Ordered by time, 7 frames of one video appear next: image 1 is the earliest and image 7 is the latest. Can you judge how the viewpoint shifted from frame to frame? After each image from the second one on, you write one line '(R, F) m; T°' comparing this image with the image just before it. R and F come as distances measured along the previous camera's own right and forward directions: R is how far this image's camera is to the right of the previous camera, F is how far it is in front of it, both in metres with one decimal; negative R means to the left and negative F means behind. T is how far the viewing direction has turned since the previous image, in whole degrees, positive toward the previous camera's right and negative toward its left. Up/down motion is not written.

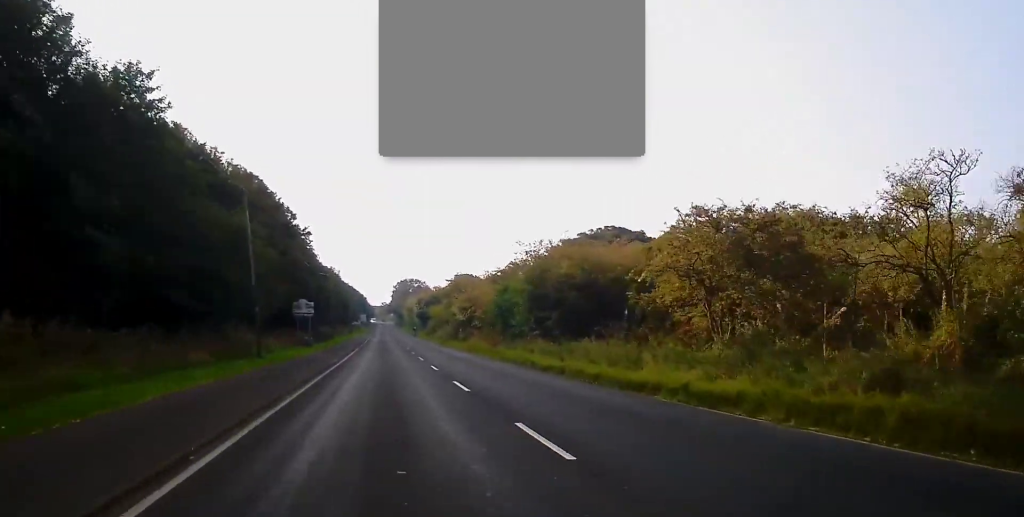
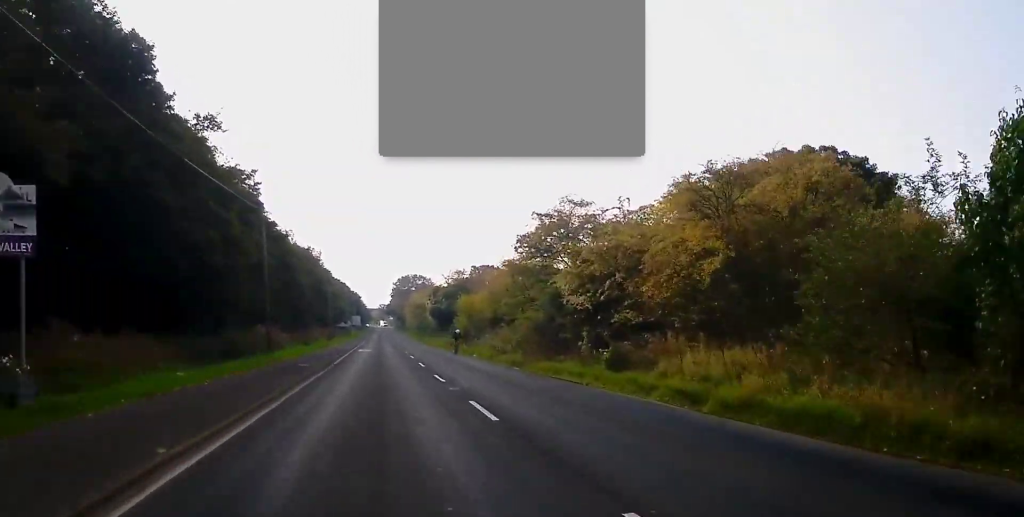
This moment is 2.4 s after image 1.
(+0.3, +41.3) m; +1°
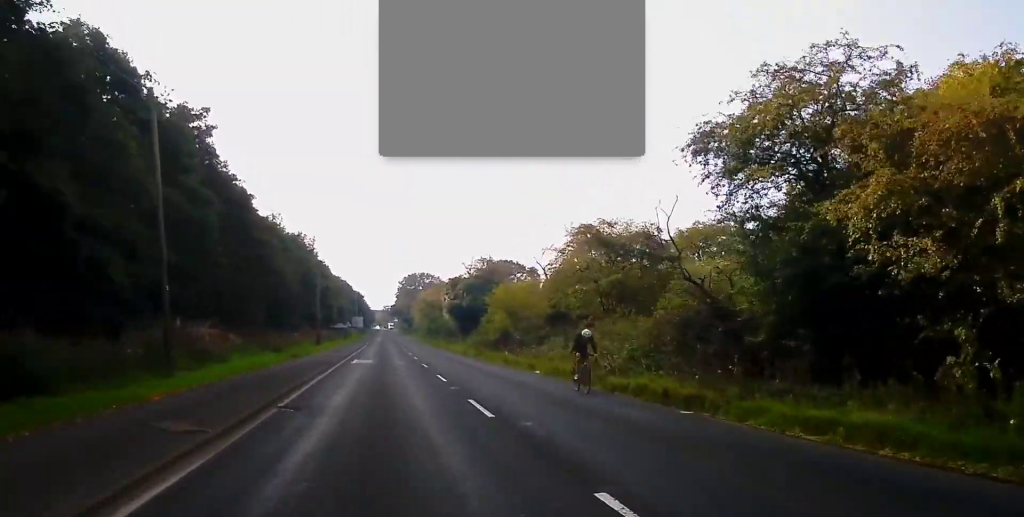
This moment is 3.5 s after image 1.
(-0.1, +17.4) m; -1°
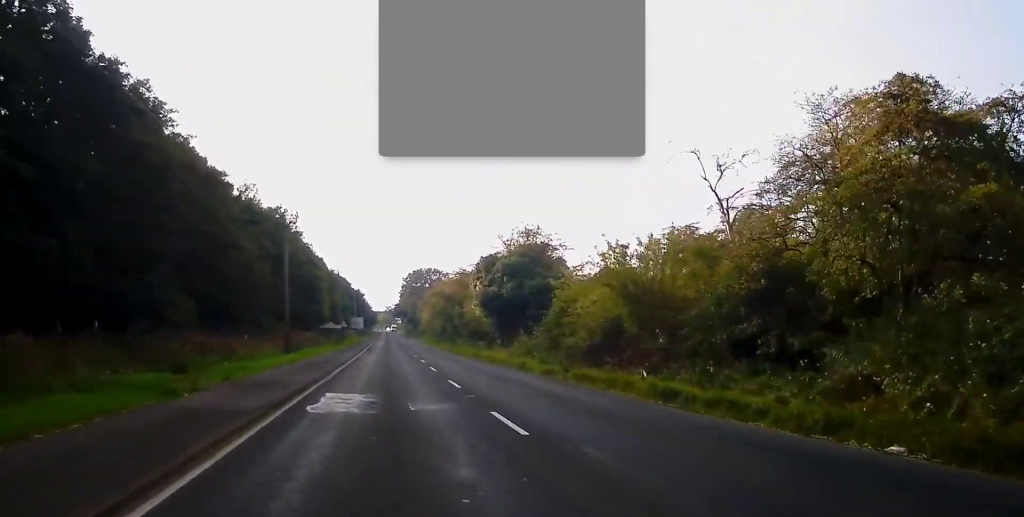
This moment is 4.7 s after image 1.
(-0.2, +20.0) m; 0°
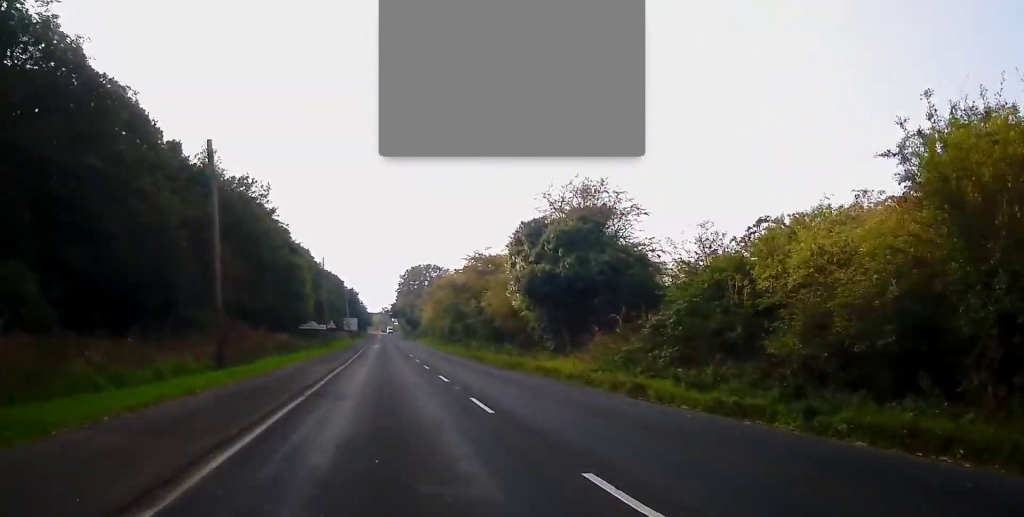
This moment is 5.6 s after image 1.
(+0.1, +14.8) m; +1°
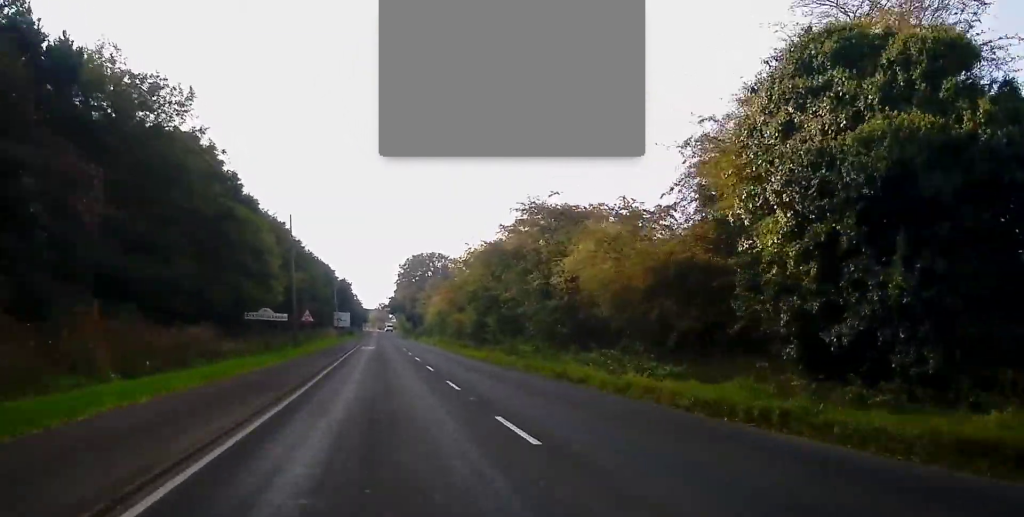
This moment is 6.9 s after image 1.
(+0.4, +22.2) m; 0°
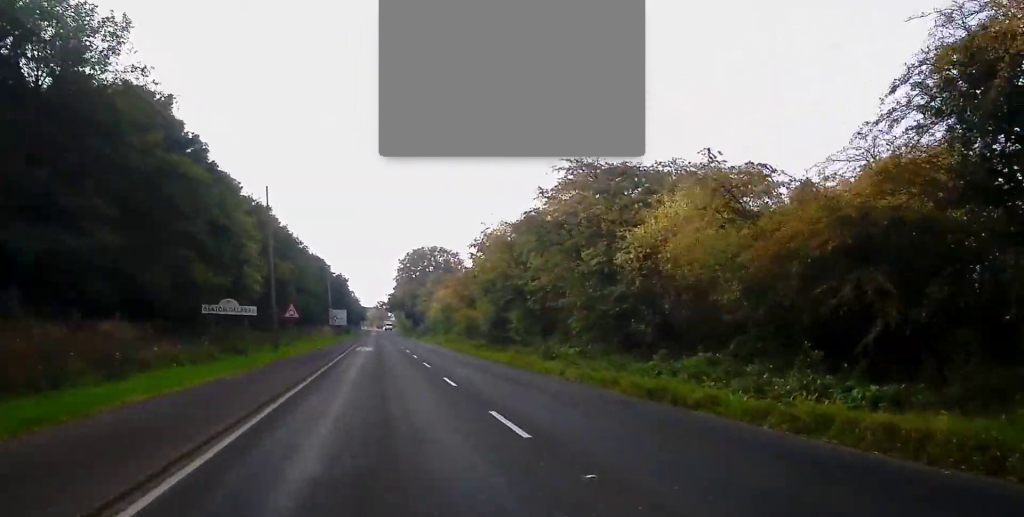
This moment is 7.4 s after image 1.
(-0.2, +8.6) m; 0°
